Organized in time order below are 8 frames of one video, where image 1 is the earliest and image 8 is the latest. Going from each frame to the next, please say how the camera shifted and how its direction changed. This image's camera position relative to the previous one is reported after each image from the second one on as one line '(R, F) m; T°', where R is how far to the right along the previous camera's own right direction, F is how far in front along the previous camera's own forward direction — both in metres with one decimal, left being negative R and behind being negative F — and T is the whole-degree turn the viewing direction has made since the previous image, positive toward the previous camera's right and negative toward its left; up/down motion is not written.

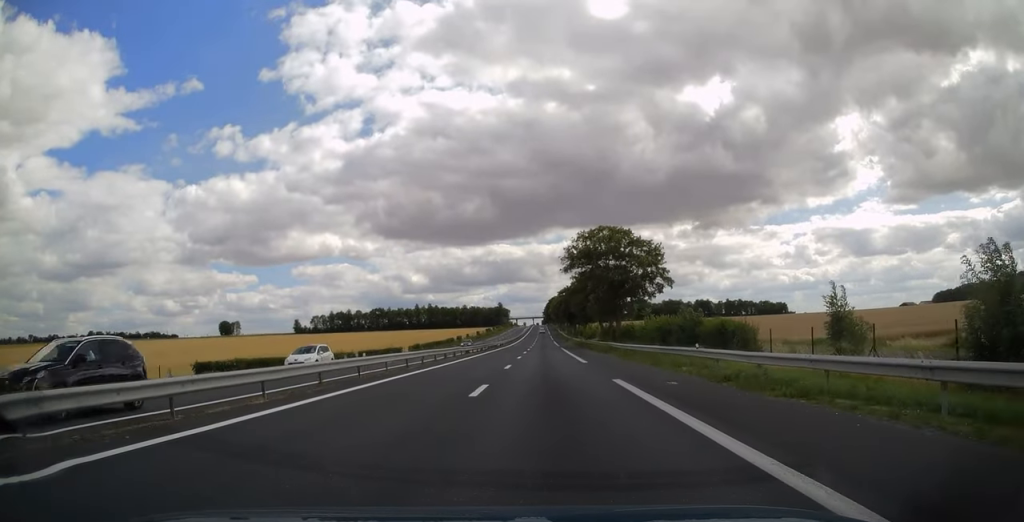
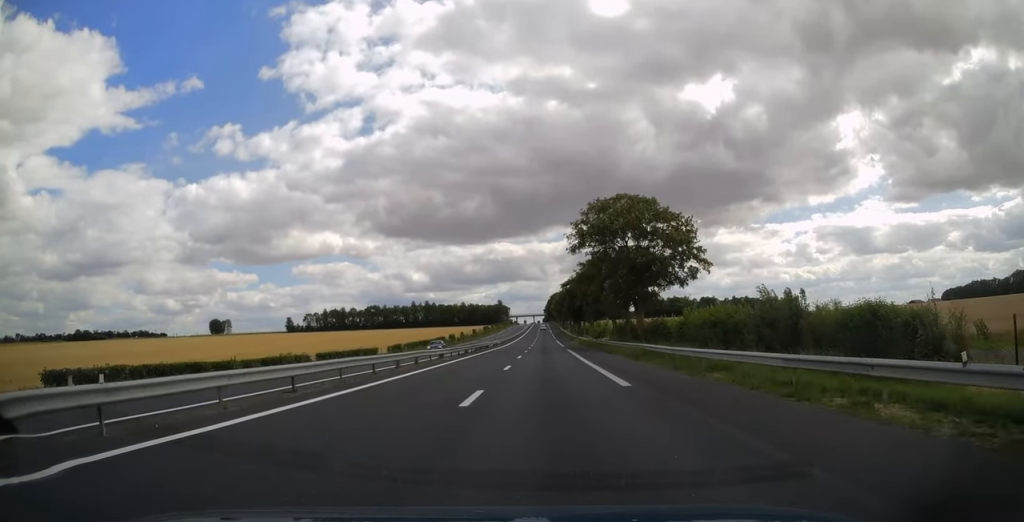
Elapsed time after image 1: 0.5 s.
(0.0, +14.3) m; 0°
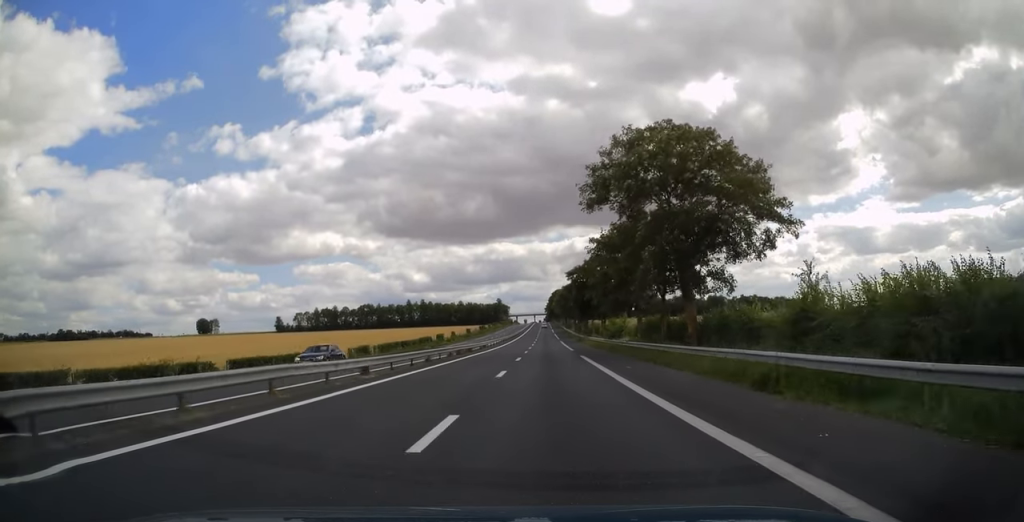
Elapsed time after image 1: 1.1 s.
(0.0, +17.7) m; 0°
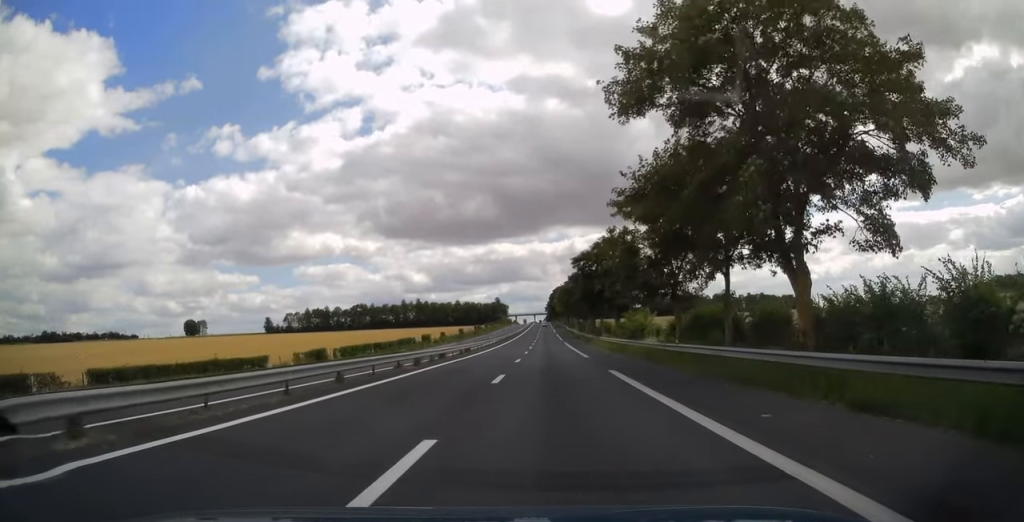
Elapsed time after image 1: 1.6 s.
(0.0, +15.2) m; 0°
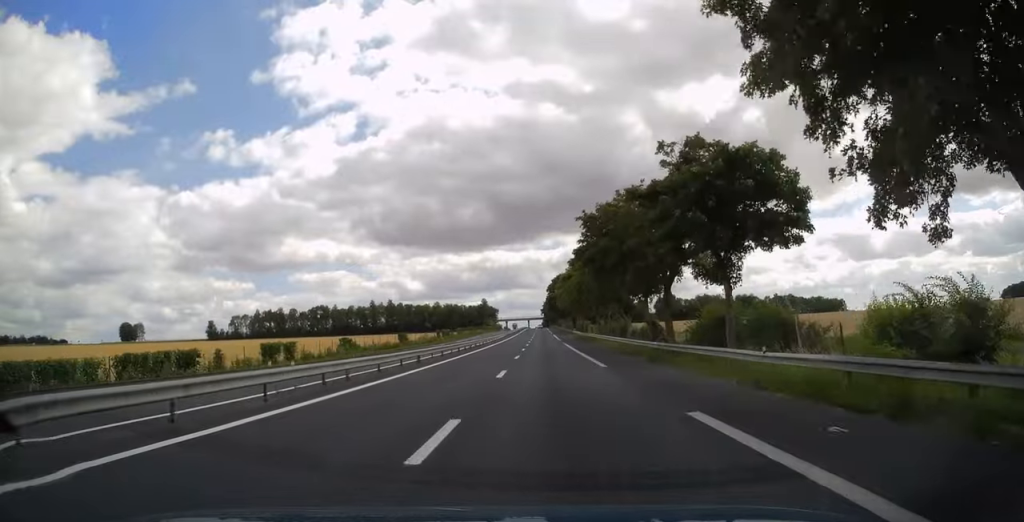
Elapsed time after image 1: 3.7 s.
(+0.2, +61.2) m; 0°
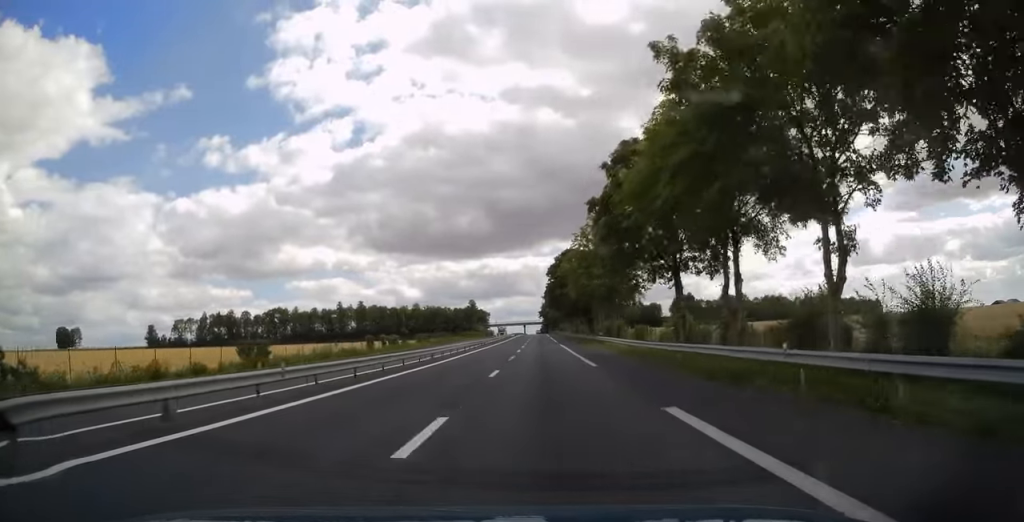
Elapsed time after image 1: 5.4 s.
(+0.1, +50.1) m; 0°
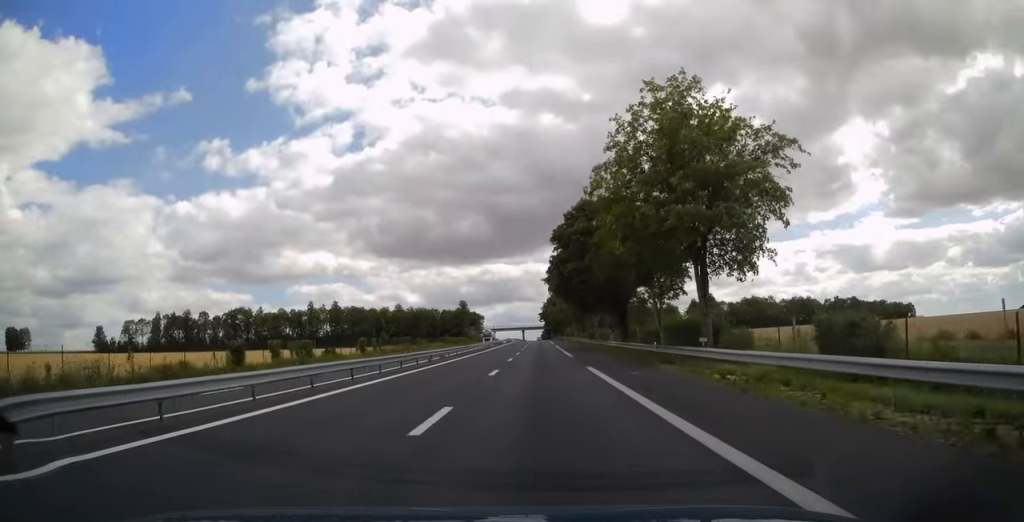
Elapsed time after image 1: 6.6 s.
(0.0, +35.8) m; 0°
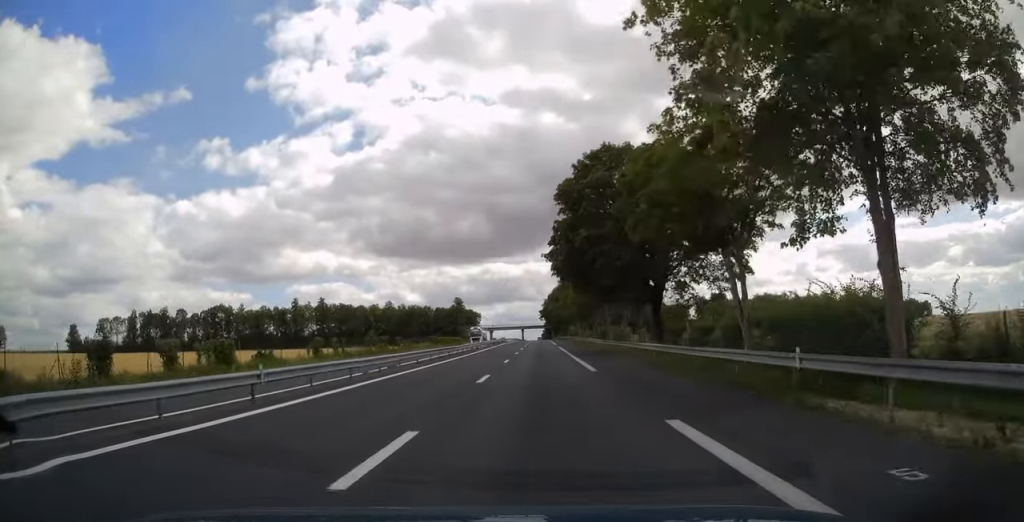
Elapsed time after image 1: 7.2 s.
(0.0, +16.0) m; 0°
